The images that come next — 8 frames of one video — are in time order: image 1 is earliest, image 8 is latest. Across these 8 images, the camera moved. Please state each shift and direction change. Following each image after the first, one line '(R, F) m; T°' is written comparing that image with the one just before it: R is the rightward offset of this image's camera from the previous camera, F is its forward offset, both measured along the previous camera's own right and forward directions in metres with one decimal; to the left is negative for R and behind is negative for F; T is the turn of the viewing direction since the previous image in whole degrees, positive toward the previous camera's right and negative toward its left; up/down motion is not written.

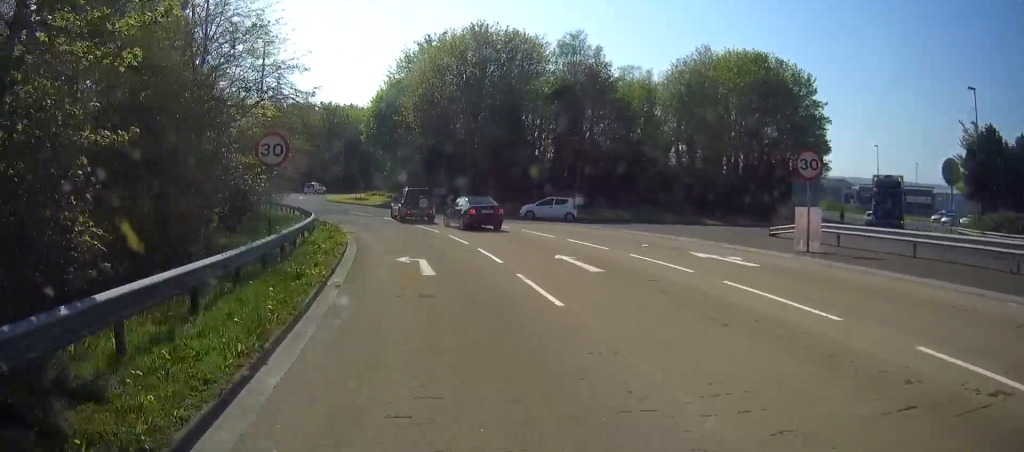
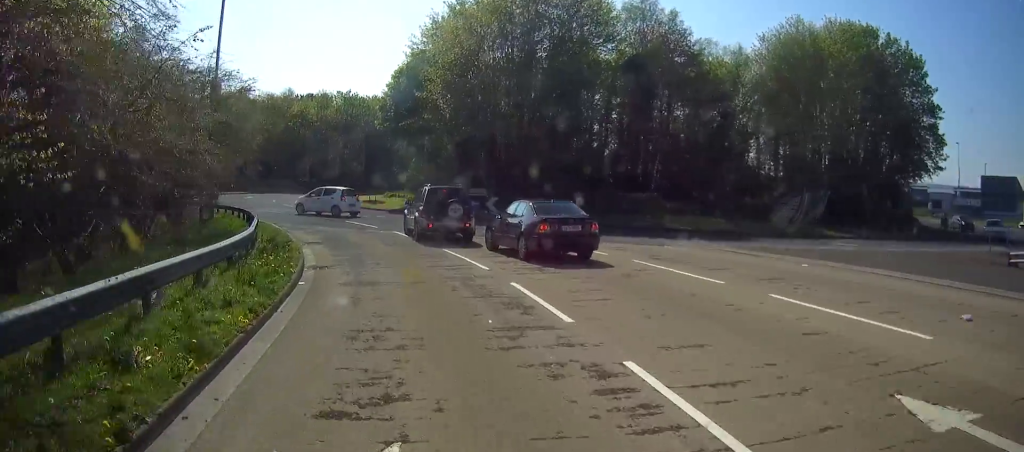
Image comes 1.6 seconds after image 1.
(-0.2, +12.8) m; -2°
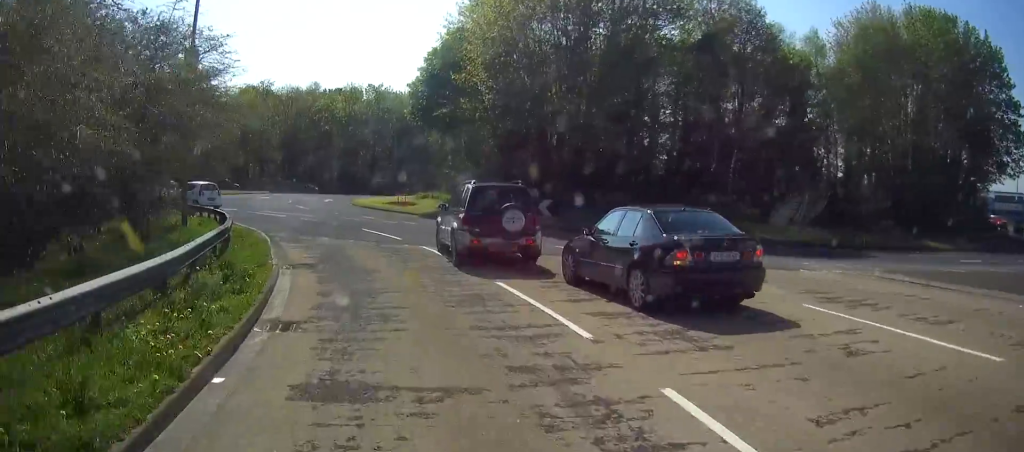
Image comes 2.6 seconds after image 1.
(0.0, +6.1) m; -16°
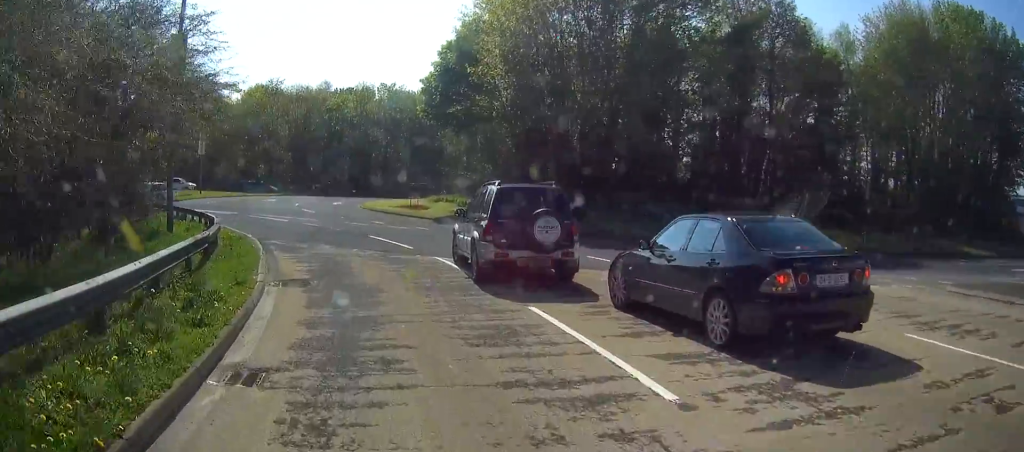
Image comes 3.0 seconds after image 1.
(-0.6, +1.7) m; -8°
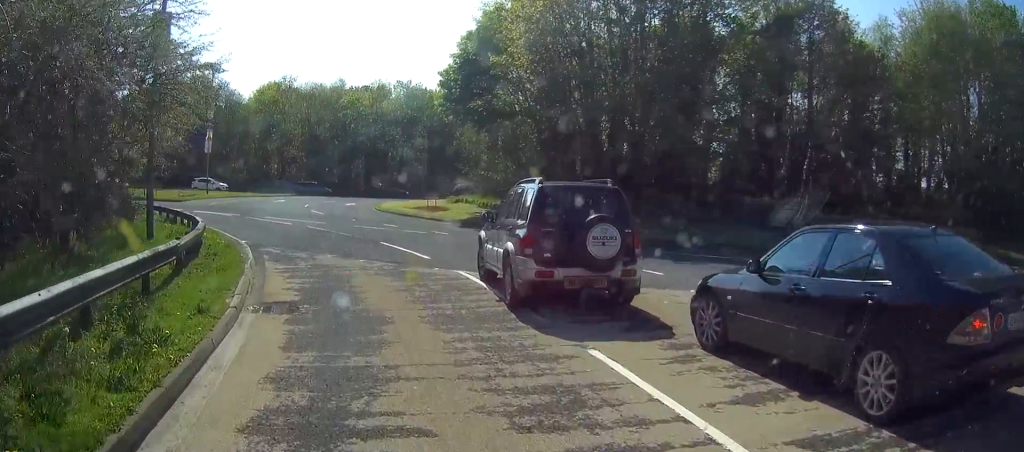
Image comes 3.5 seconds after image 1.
(-0.5, +2.4) m; -11°
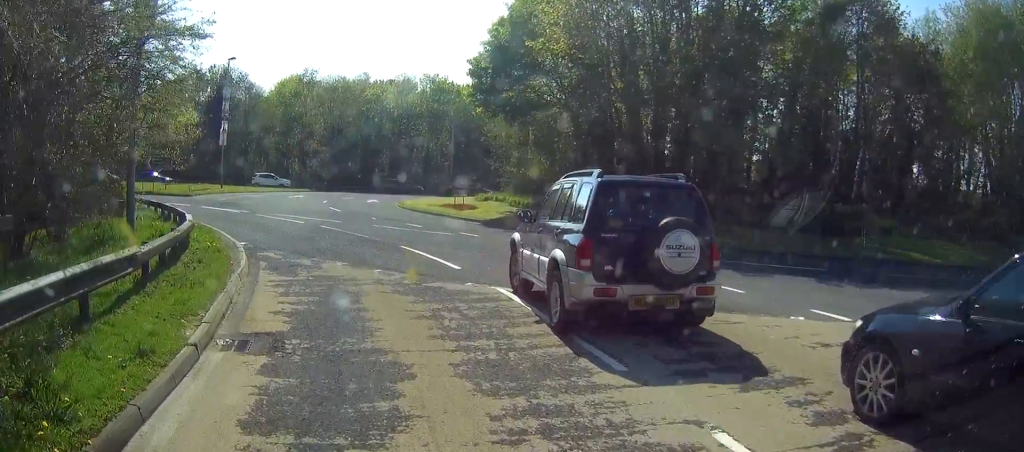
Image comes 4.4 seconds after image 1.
(0.0, +2.3) m; 0°
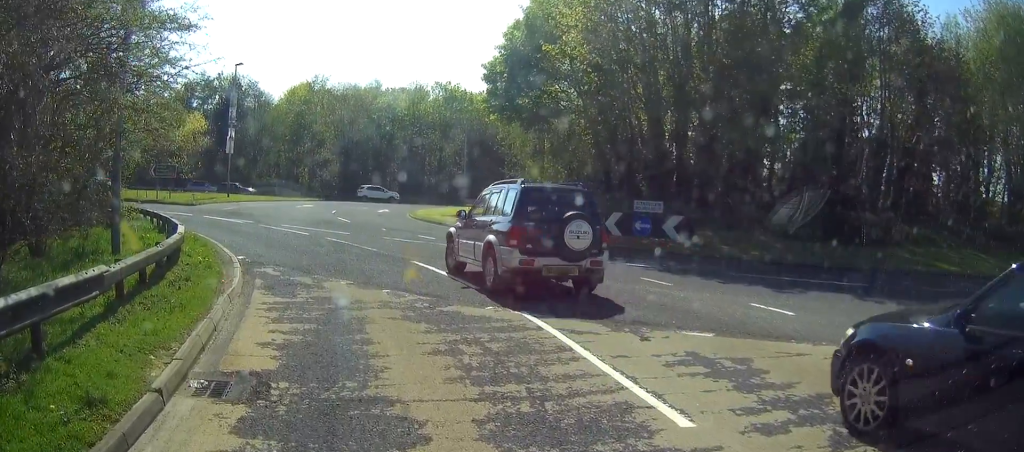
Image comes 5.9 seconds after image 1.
(+0.1, +1.6) m; 0°
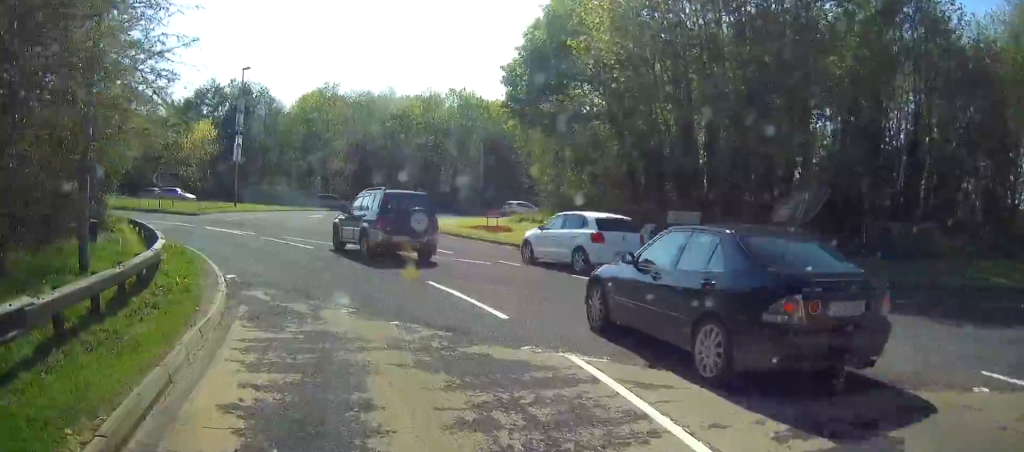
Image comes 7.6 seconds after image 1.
(+0.3, +1.8) m; +10°
